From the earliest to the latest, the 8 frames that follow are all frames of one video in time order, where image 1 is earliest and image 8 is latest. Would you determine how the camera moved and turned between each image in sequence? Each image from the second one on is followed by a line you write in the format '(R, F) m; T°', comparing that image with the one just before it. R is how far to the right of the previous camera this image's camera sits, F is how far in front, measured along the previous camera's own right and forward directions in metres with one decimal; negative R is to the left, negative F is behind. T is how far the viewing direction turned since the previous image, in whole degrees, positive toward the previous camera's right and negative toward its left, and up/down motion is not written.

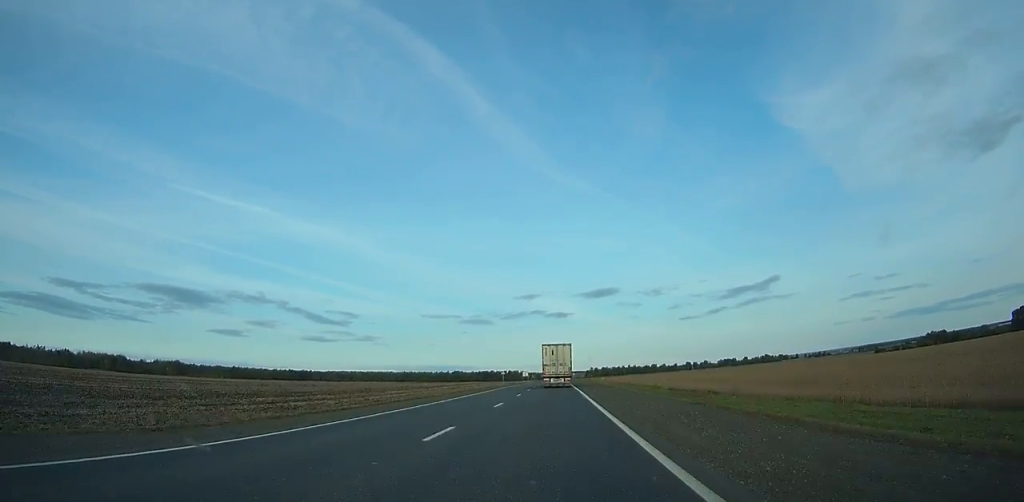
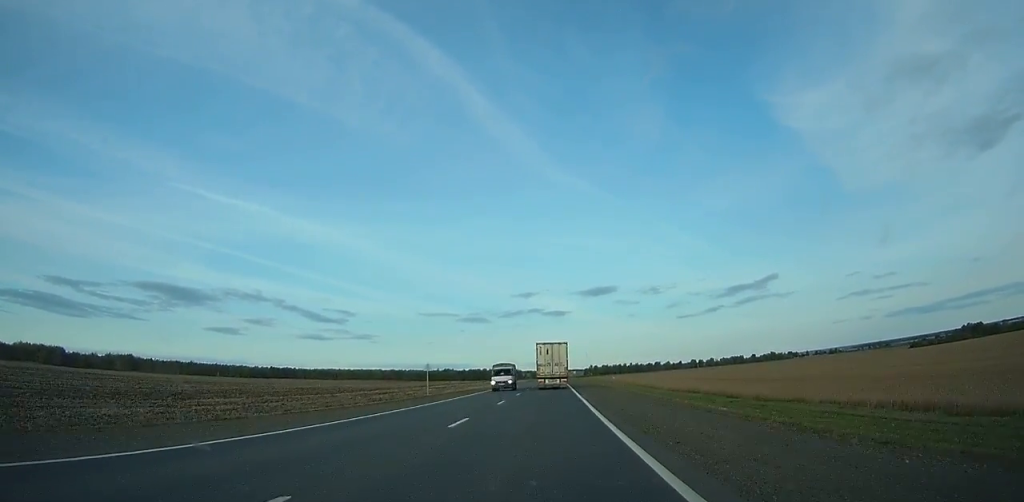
(+0.1, +66.2) m; 0°
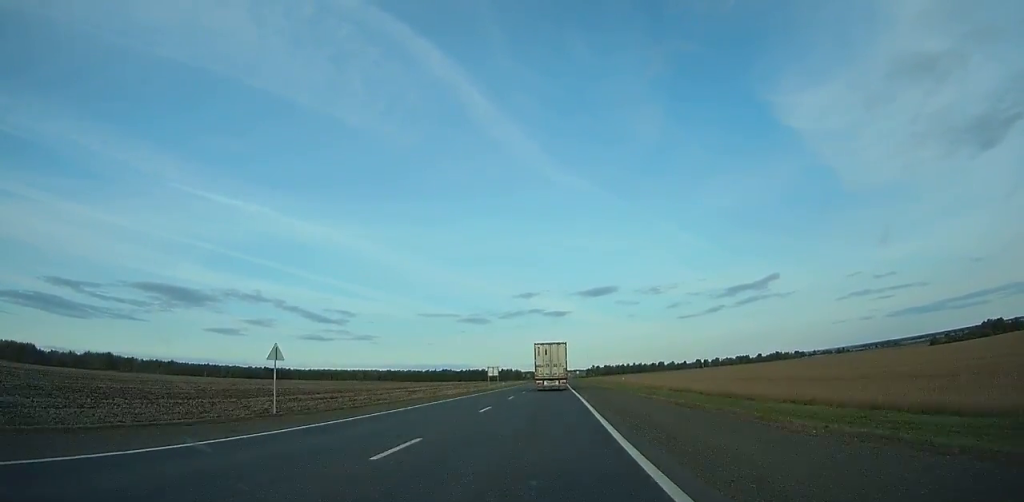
(0.0, +29.0) m; 0°
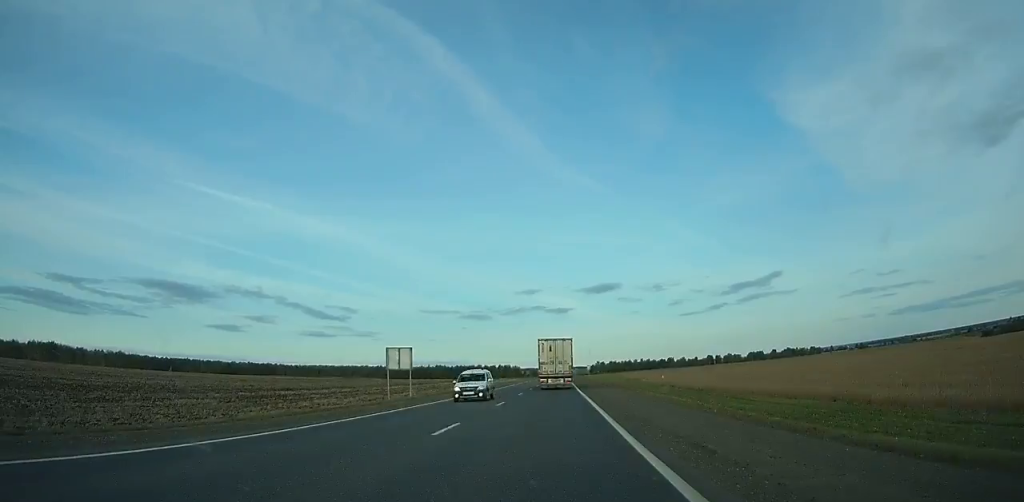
(+0.2, +67.6) m; 0°
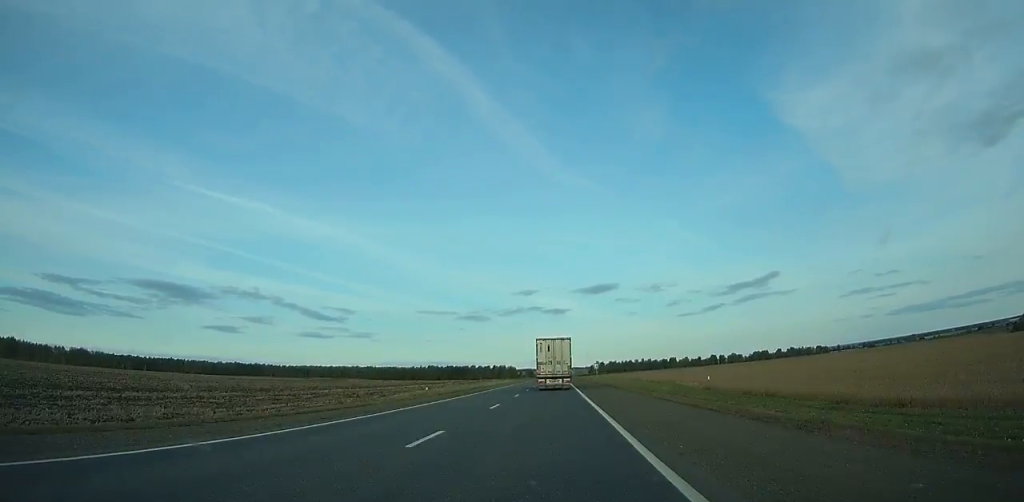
(-0.1, +38.3) m; 0°
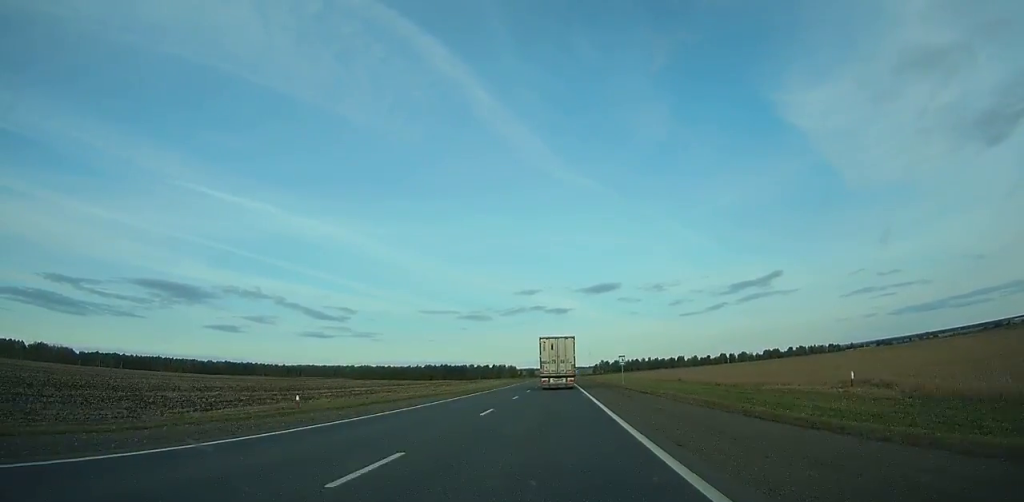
(0.0, +40.5) m; 0°
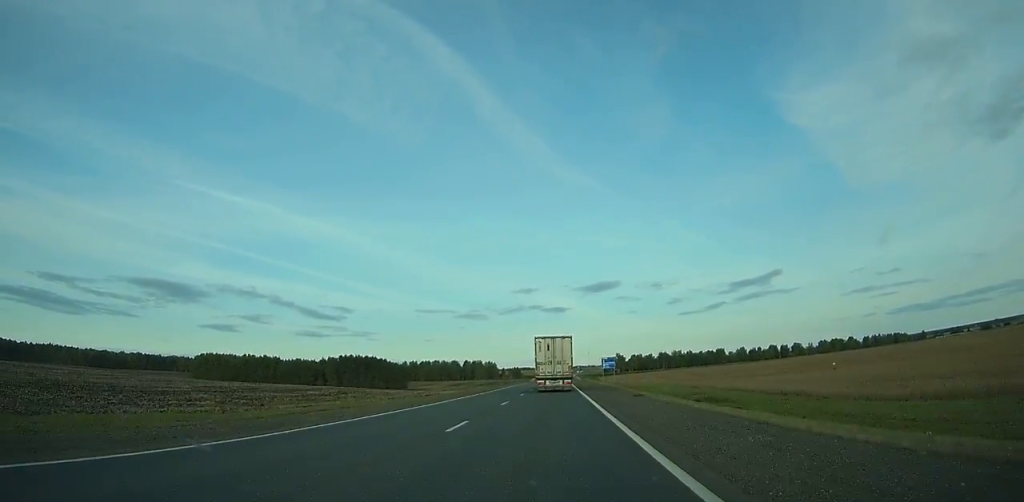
(+1.0, +221.6) m; 0°
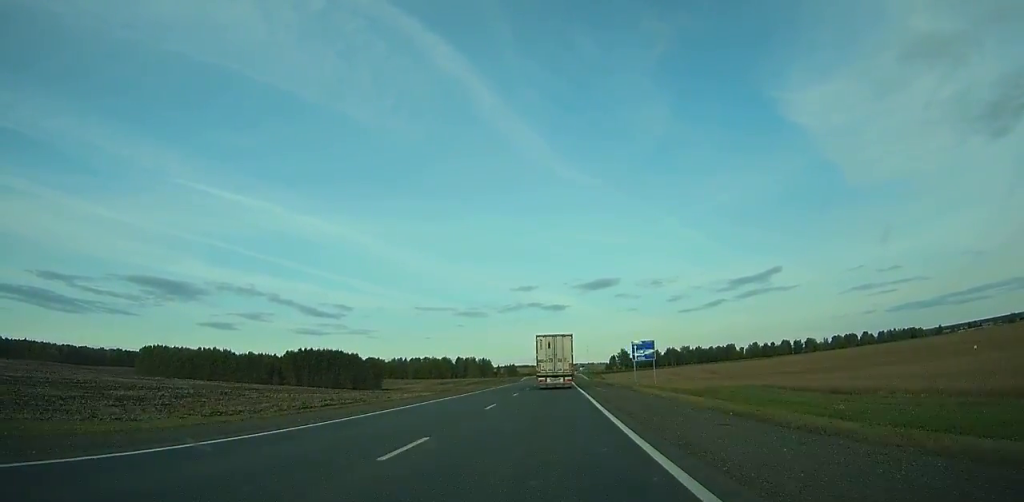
(-0.1, +41.1) m; 0°
